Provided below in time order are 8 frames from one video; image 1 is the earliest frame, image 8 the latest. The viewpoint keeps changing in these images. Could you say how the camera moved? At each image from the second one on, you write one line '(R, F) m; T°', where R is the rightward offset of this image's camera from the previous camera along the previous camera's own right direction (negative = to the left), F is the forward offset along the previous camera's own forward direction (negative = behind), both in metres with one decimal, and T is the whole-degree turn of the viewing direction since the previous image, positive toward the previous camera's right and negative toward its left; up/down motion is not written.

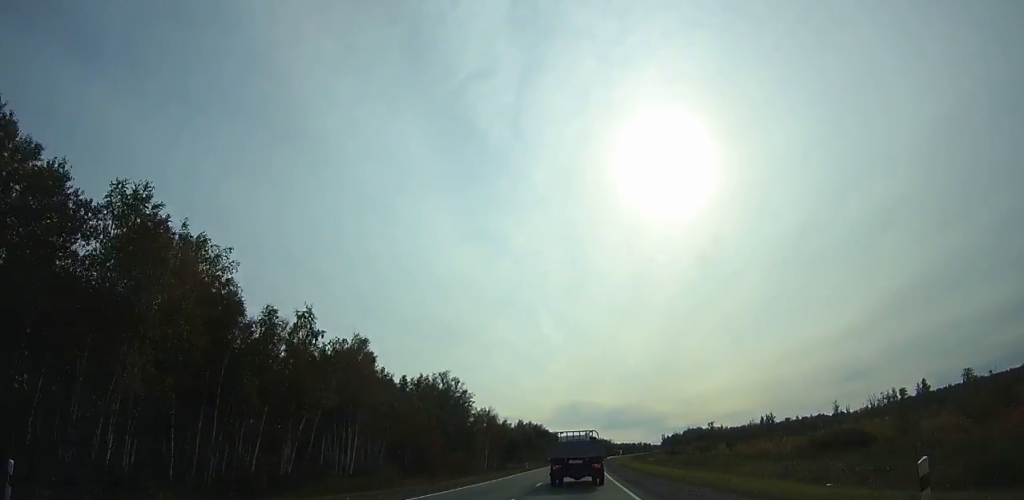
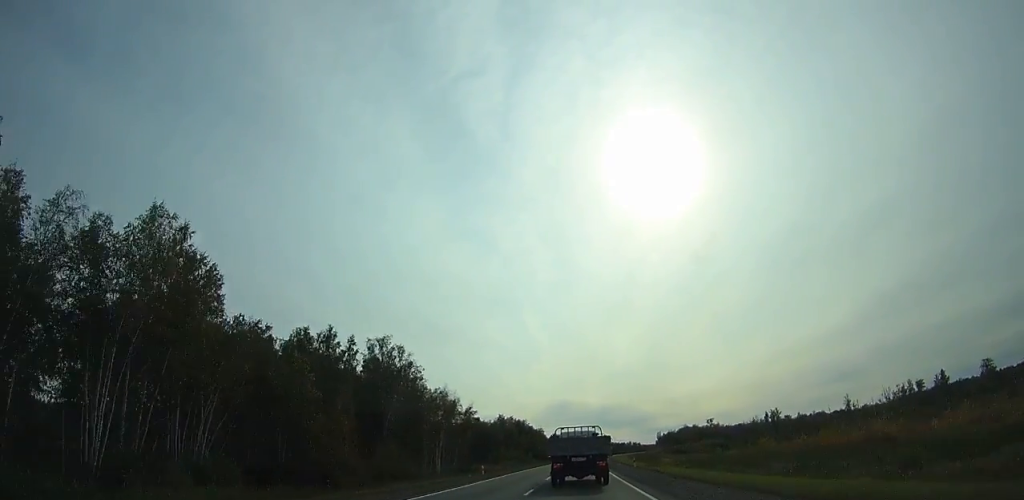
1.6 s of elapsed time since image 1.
(0.0, +34.0) m; 0°
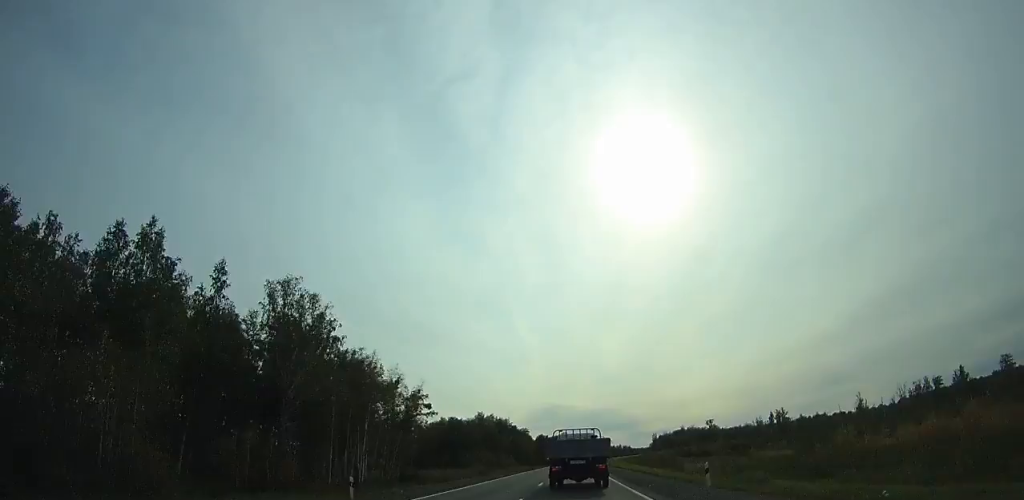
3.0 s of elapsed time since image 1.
(0.0, +29.5) m; 0°
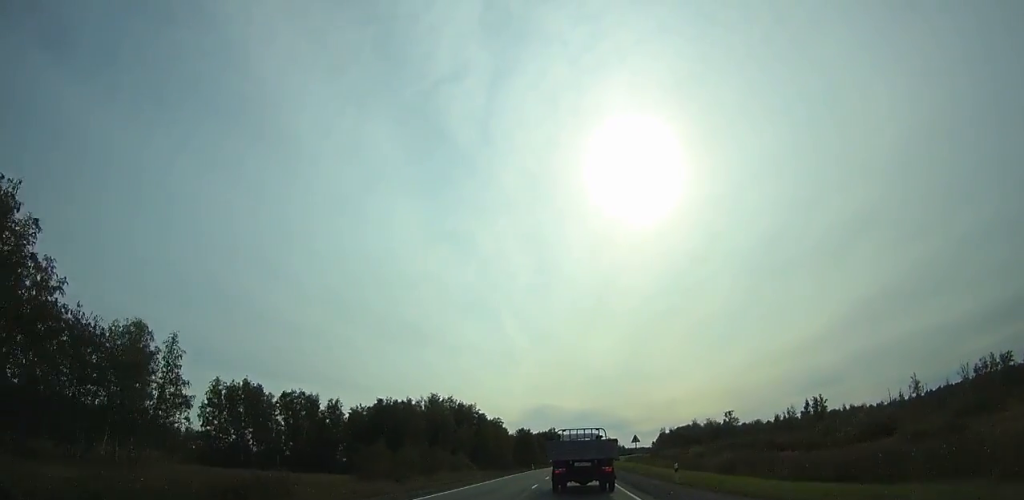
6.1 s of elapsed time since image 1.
(+0.1, +65.5) m; +1°
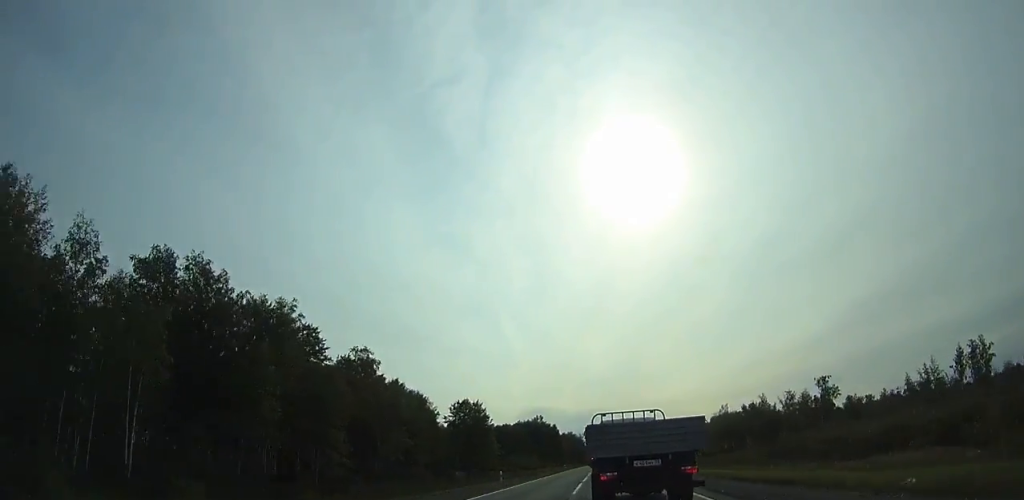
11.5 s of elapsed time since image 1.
(+3.2, +115.6) m; +2°
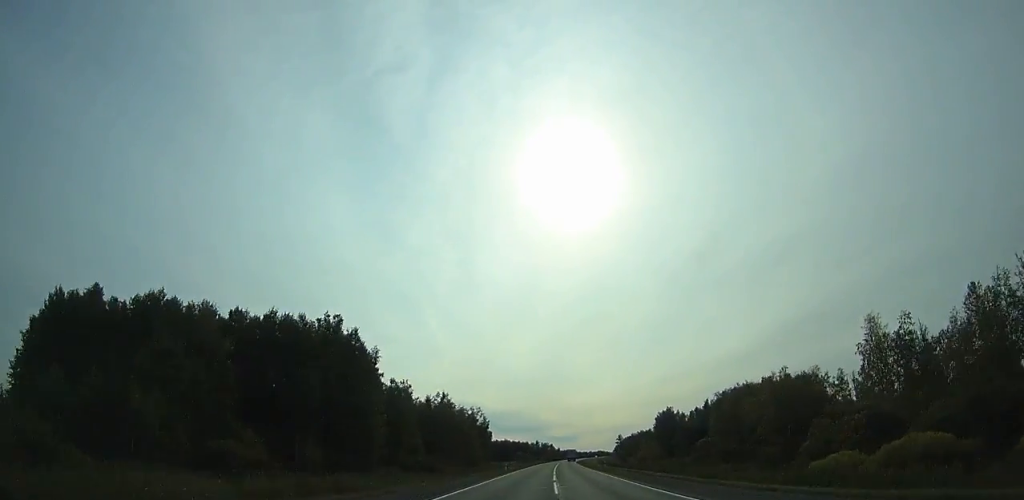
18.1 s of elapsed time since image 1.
(+6.9, +145.9) m; +6°
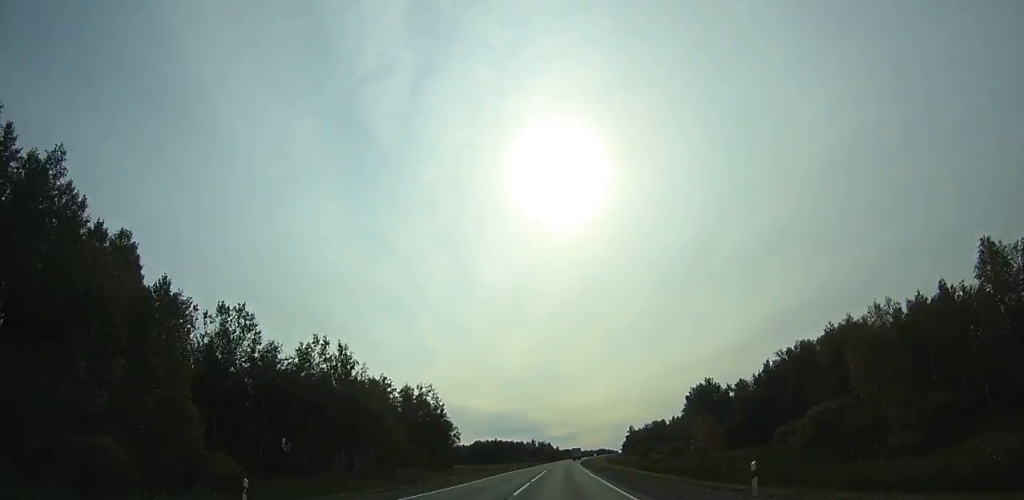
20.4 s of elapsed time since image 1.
(+0.7, +55.0) m; +1°
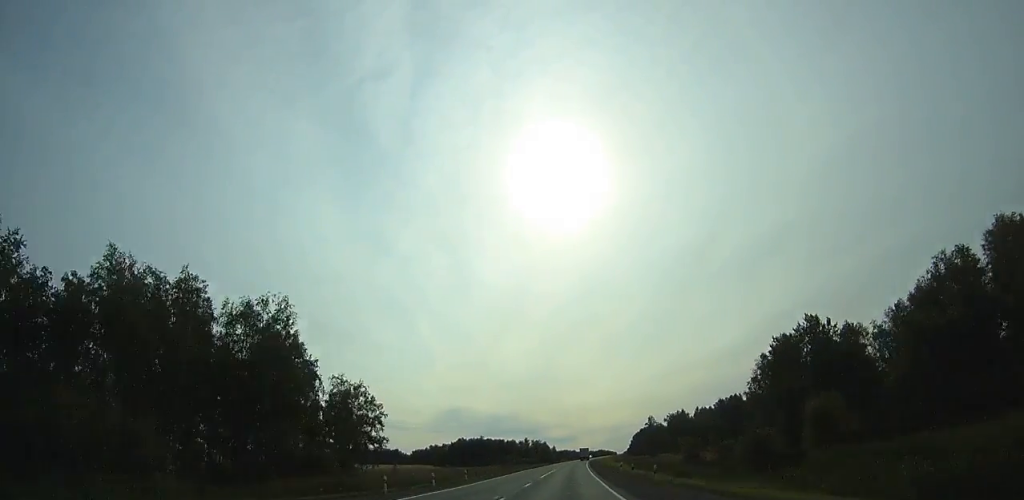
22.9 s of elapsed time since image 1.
(0.0, +61.5) m; 0°
